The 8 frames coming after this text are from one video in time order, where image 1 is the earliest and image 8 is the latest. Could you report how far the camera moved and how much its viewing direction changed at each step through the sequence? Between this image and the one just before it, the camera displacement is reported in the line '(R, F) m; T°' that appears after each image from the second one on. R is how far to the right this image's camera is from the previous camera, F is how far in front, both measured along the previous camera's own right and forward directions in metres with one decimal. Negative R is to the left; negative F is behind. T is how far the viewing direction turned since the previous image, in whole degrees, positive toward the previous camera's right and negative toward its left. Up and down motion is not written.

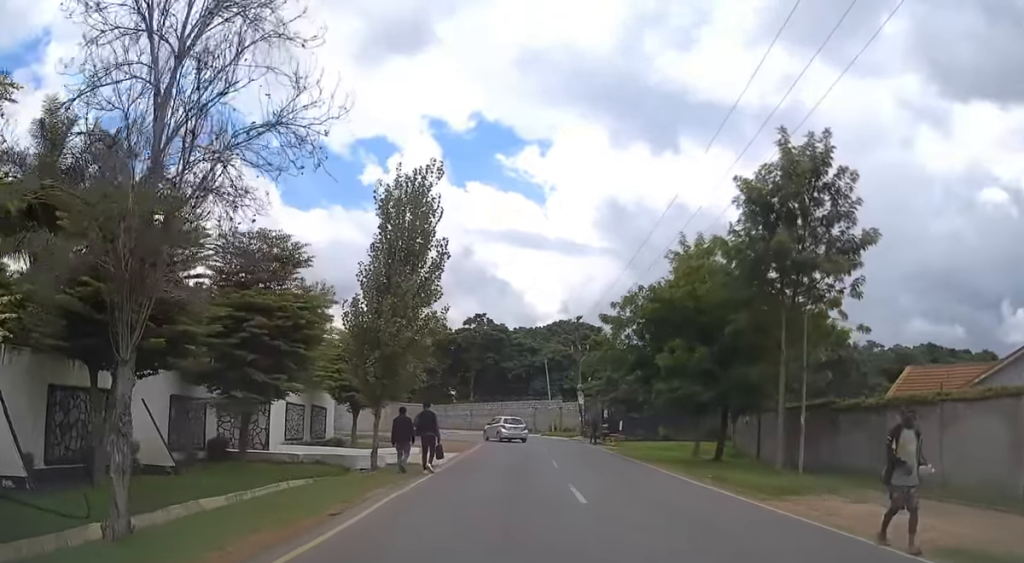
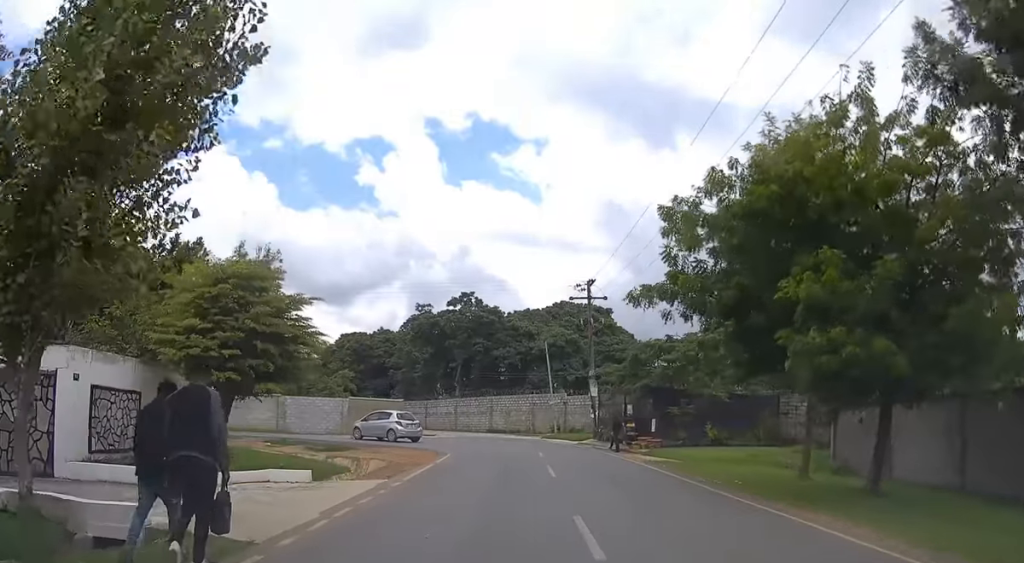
(+0.1, +14.0) m; +1°
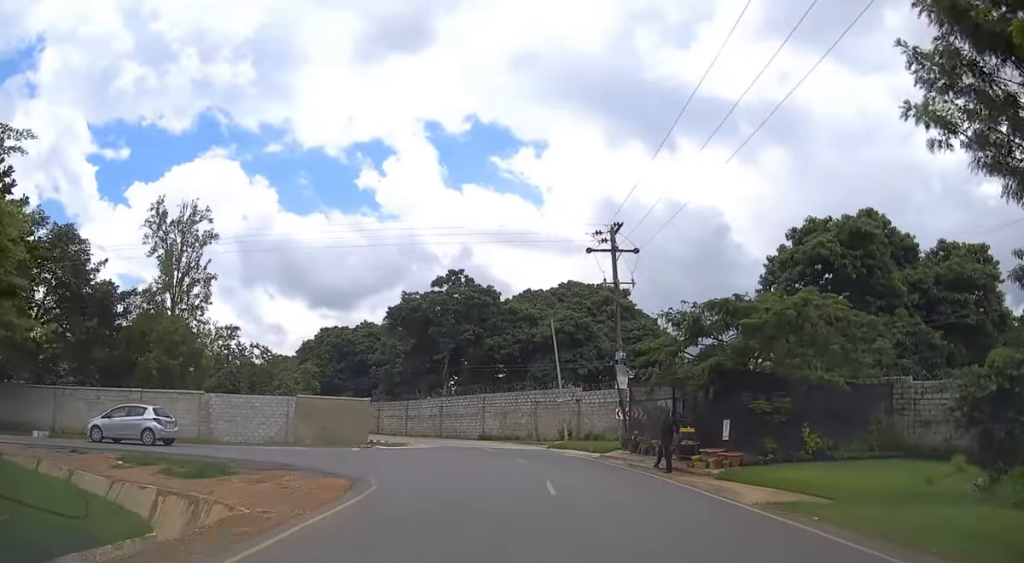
(-0.1, +12.8) m; -1°
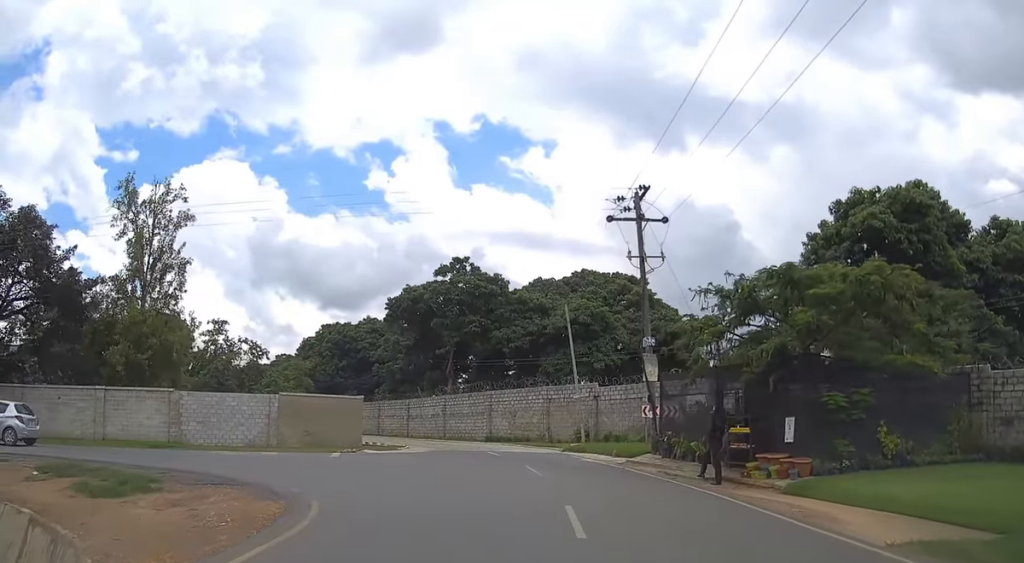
(0.0, +4.6) m; -2°
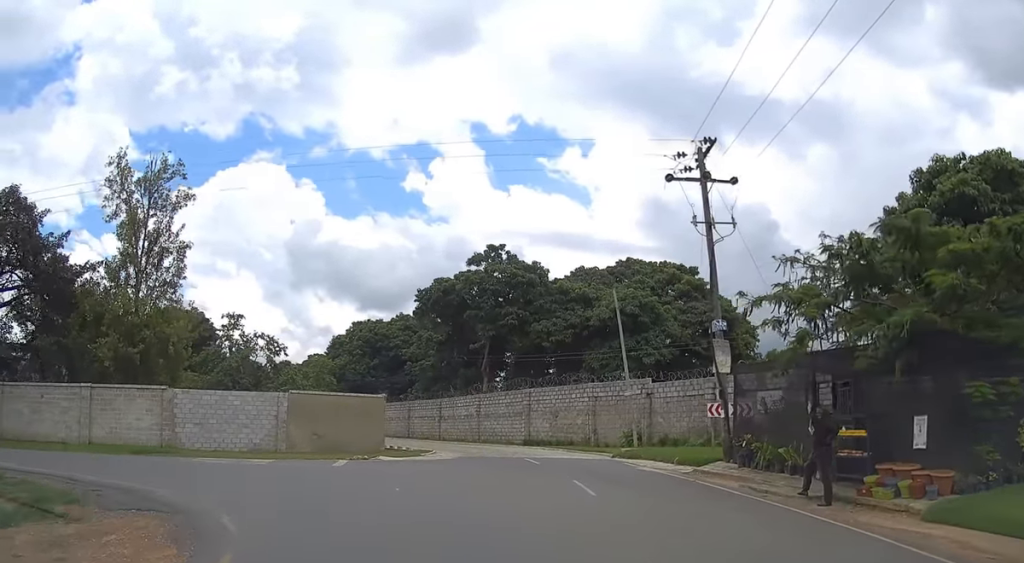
(0.0, +4.7) m; -4°
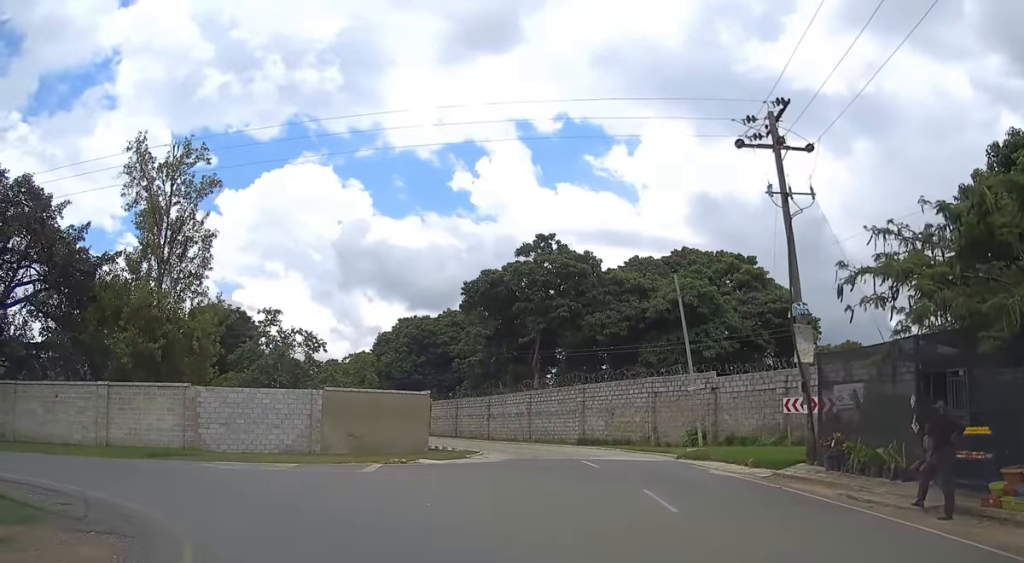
(-0.1, +2.7) m; -4°
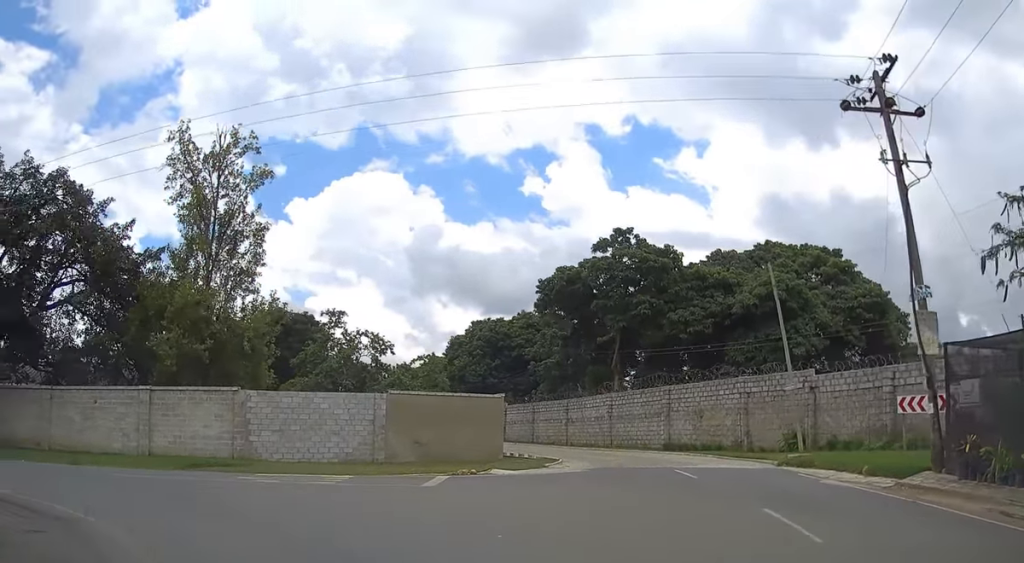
(0.0, +2.8) m; -5°
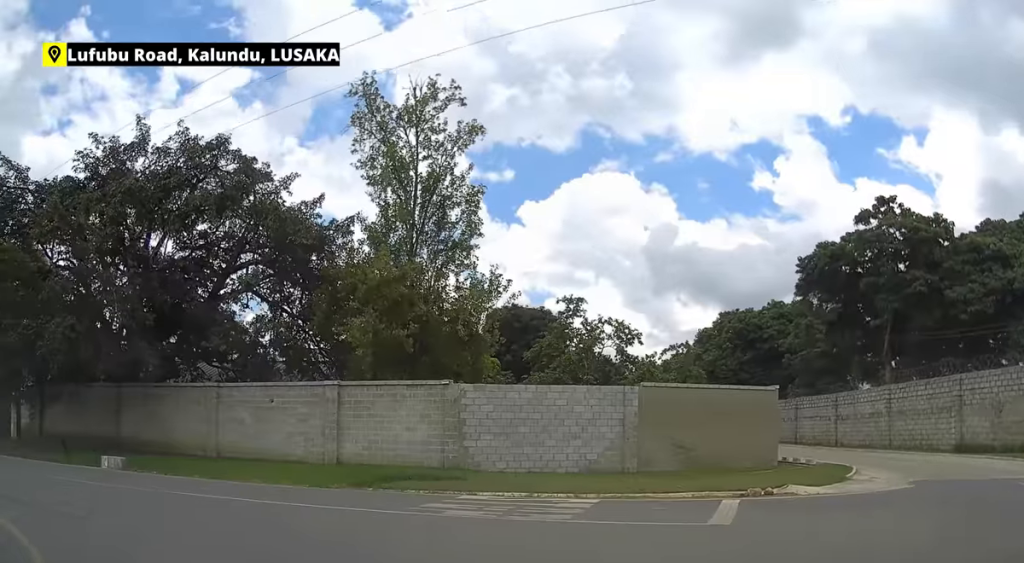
(-0.7, +5.5) m; -19°
